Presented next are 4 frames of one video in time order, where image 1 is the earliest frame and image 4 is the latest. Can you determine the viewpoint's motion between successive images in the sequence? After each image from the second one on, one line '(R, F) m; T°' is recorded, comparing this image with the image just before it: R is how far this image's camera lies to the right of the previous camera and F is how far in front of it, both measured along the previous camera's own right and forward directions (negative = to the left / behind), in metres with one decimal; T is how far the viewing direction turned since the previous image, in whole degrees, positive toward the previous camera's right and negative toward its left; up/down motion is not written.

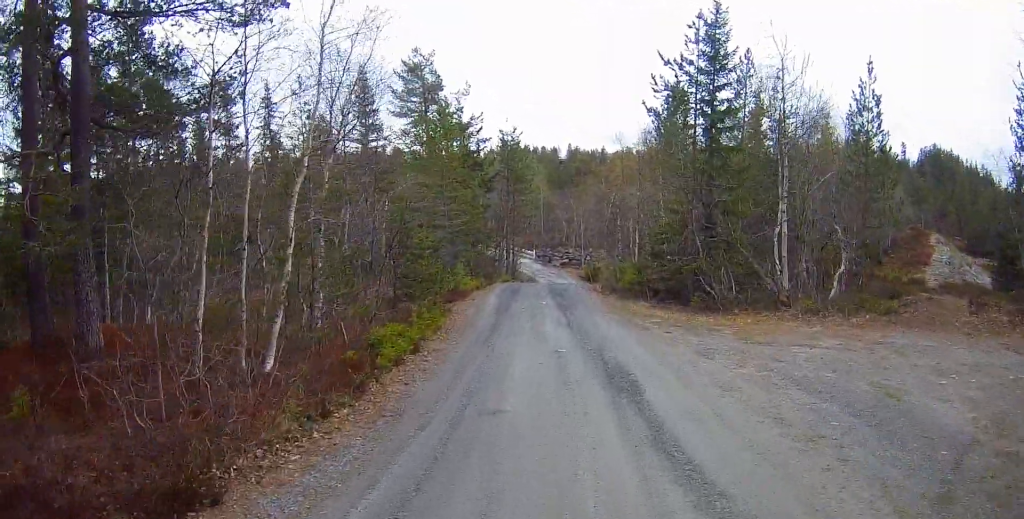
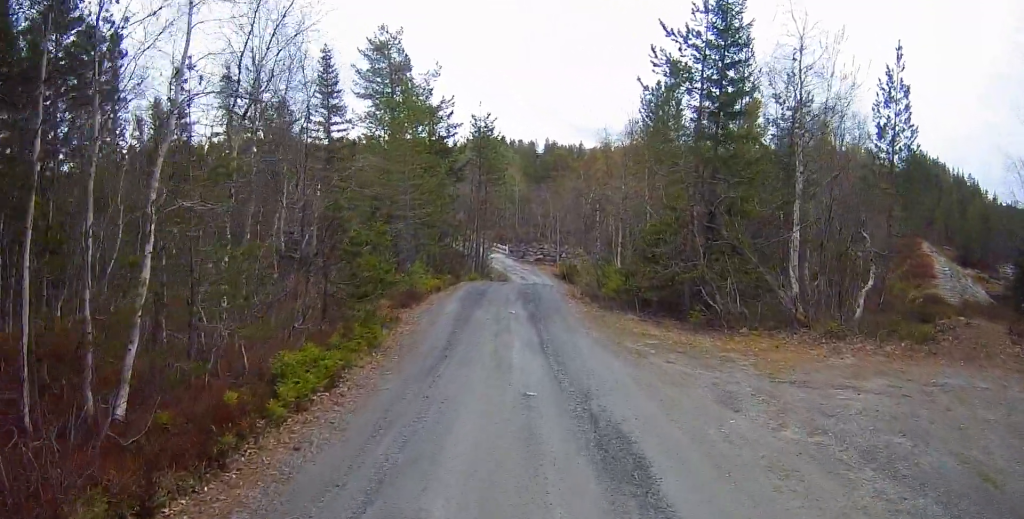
(+0.4, +2.9) m; +3°
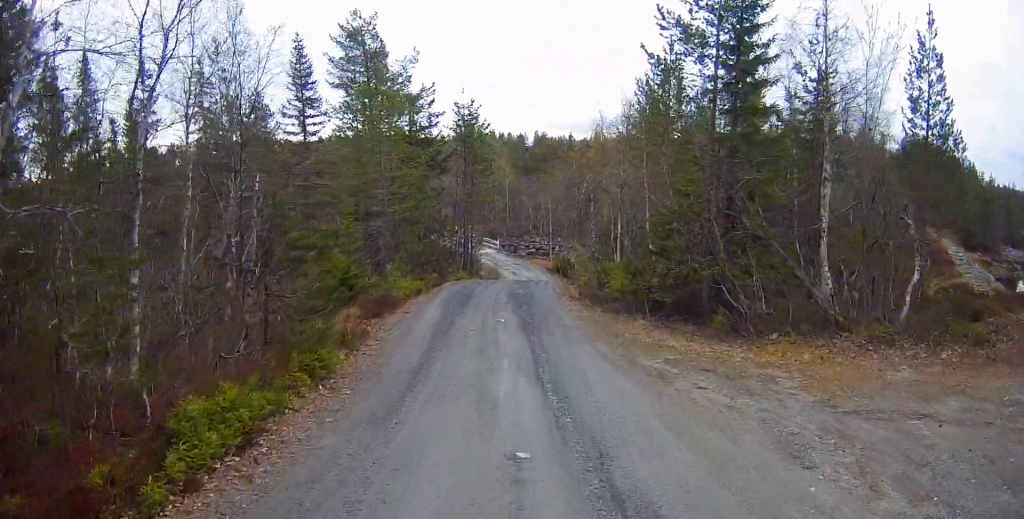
(+0.1, +2.3) m; +2°
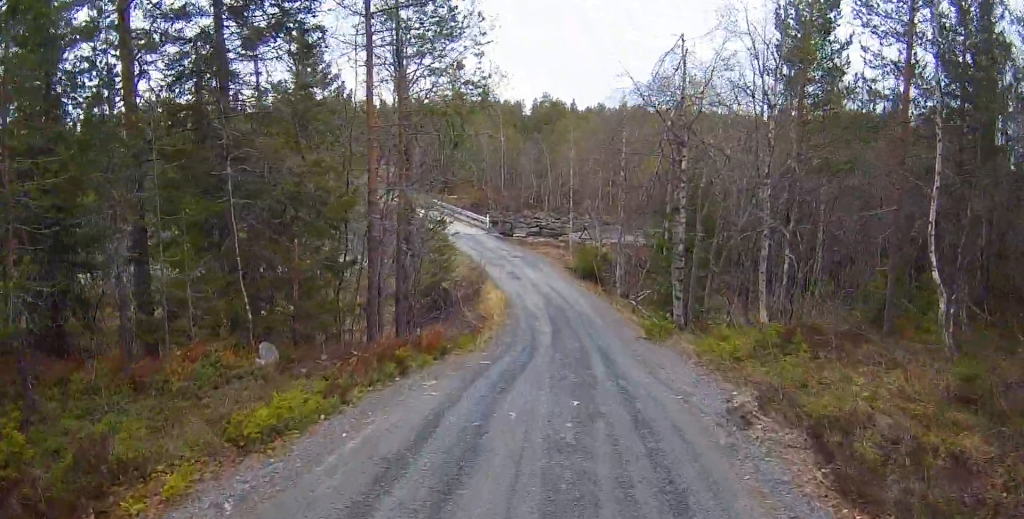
(-1.9, +22.6) m; -4°
